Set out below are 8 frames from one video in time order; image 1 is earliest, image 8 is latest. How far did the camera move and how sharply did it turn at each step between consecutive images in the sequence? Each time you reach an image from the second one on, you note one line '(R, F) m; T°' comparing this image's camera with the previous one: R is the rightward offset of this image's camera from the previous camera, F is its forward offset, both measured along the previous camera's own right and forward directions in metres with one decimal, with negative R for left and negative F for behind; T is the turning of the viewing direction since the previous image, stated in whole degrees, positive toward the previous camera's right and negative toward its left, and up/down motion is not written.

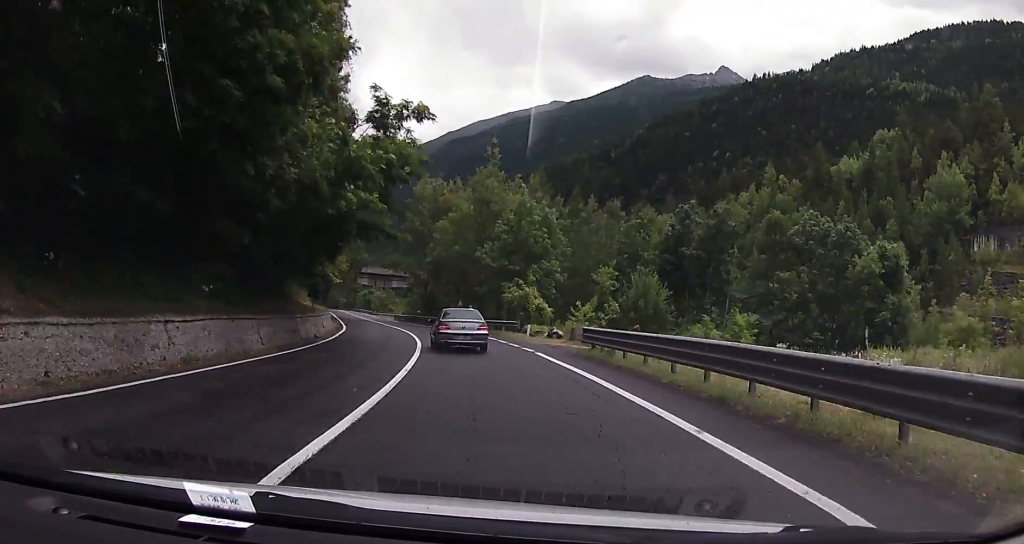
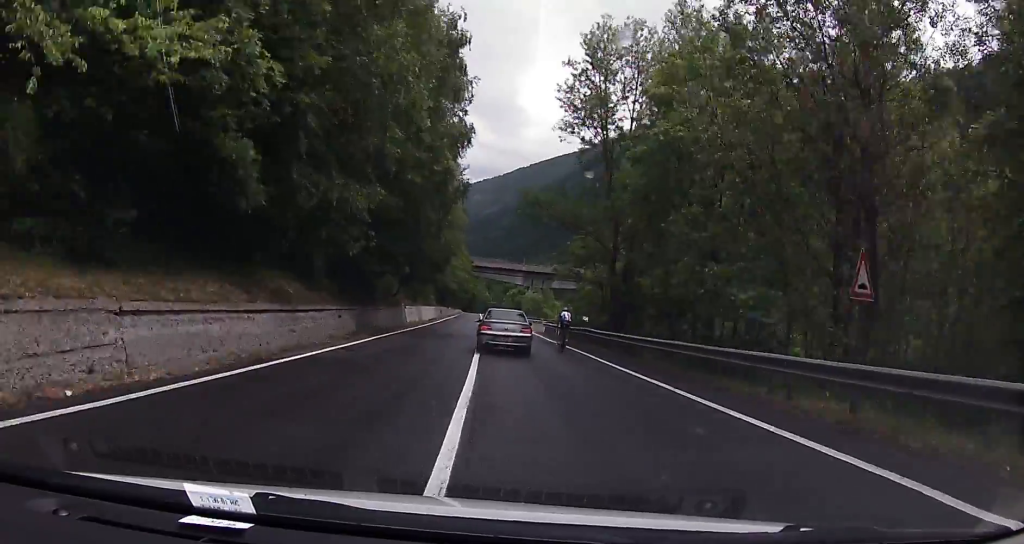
(-5.8, +46.9) m; -12°
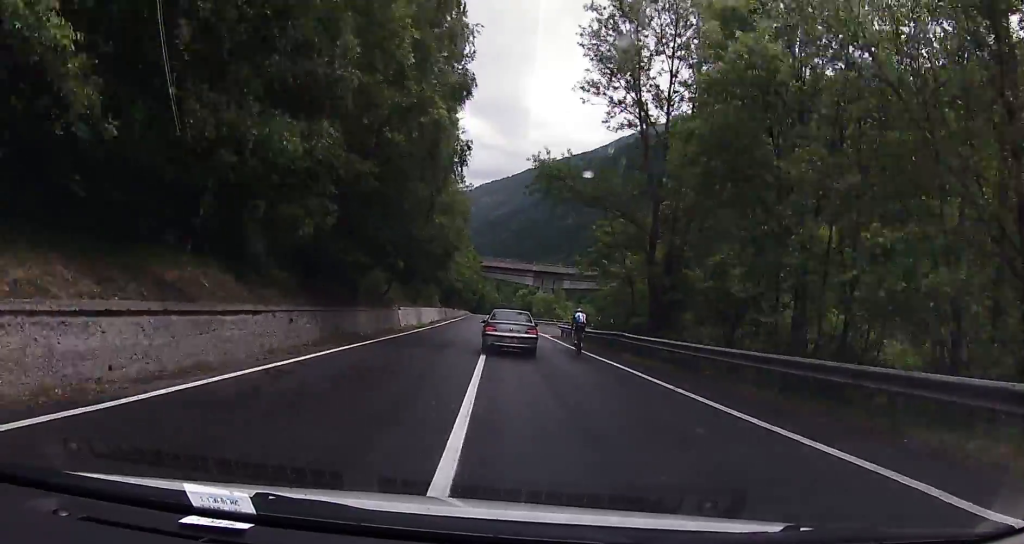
(+0.1, +7.1) m; -1°
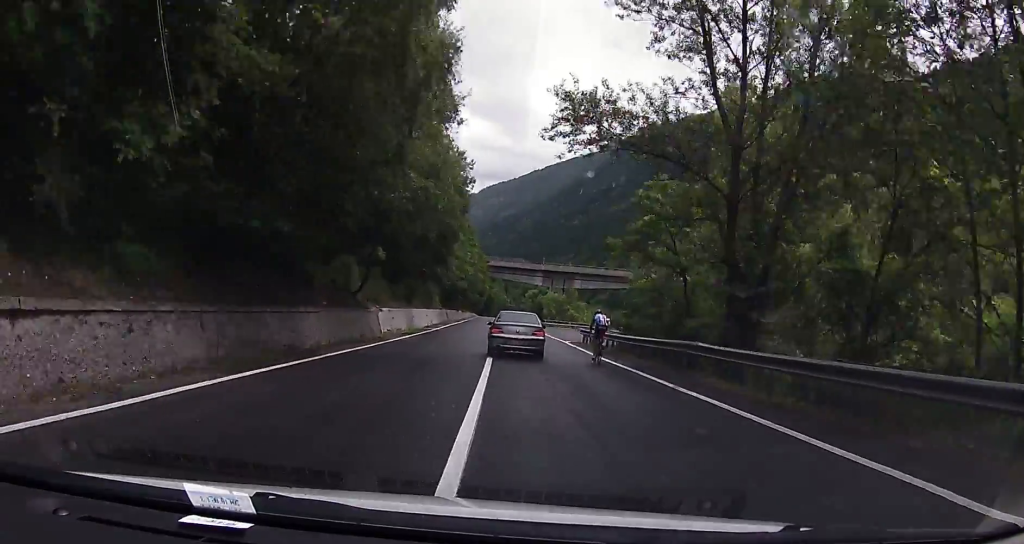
(-0.3, +9.1) m; -1°
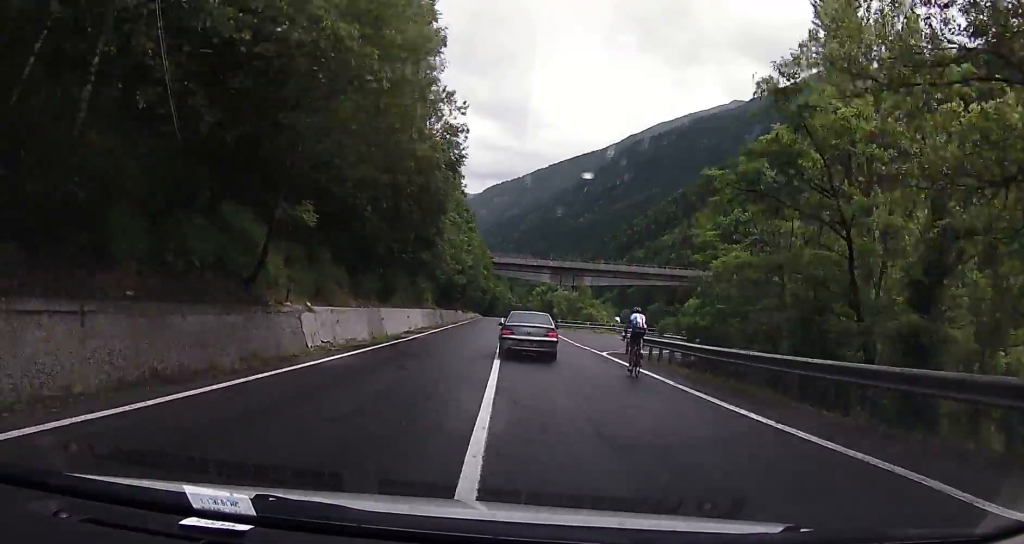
(-0.2, +12.9) m; -1°
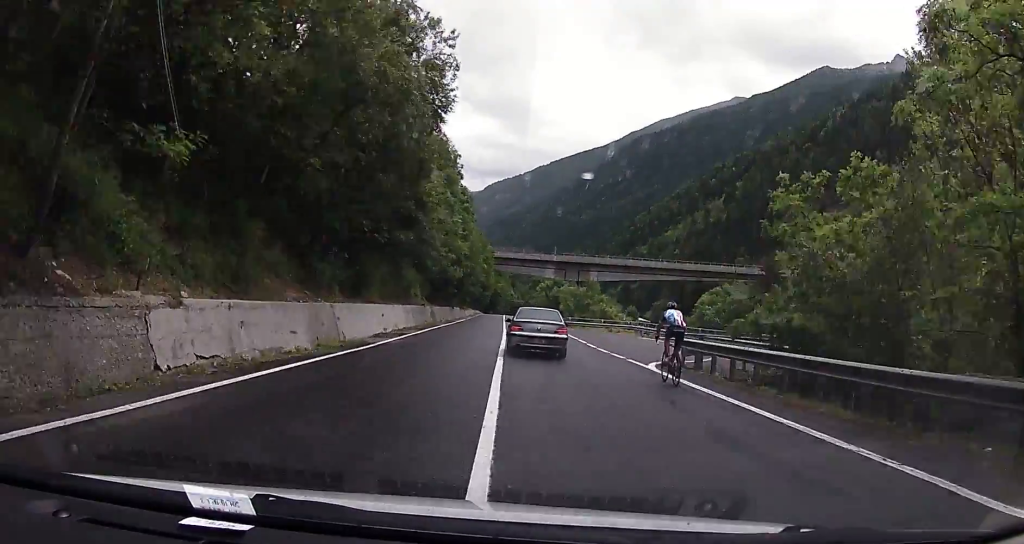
(-0.2, +8.7) m; 0°
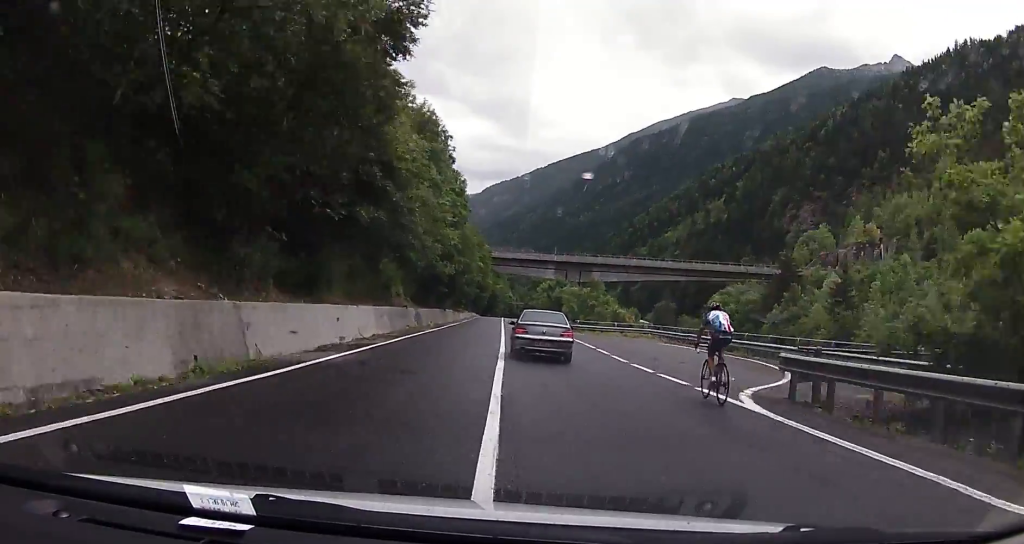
(0.0, +8.1) m; 0°
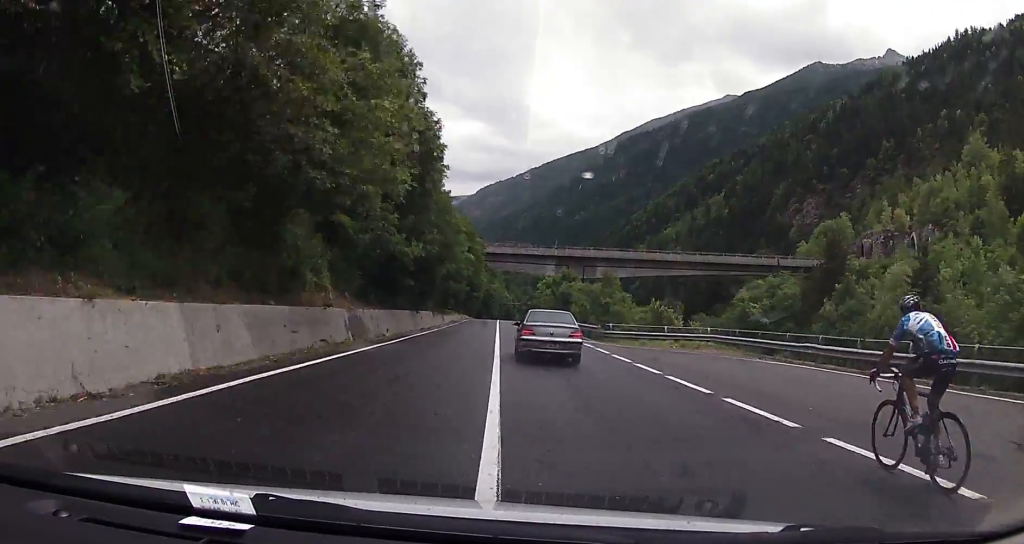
(+0.5, +17.5) m; +1°
